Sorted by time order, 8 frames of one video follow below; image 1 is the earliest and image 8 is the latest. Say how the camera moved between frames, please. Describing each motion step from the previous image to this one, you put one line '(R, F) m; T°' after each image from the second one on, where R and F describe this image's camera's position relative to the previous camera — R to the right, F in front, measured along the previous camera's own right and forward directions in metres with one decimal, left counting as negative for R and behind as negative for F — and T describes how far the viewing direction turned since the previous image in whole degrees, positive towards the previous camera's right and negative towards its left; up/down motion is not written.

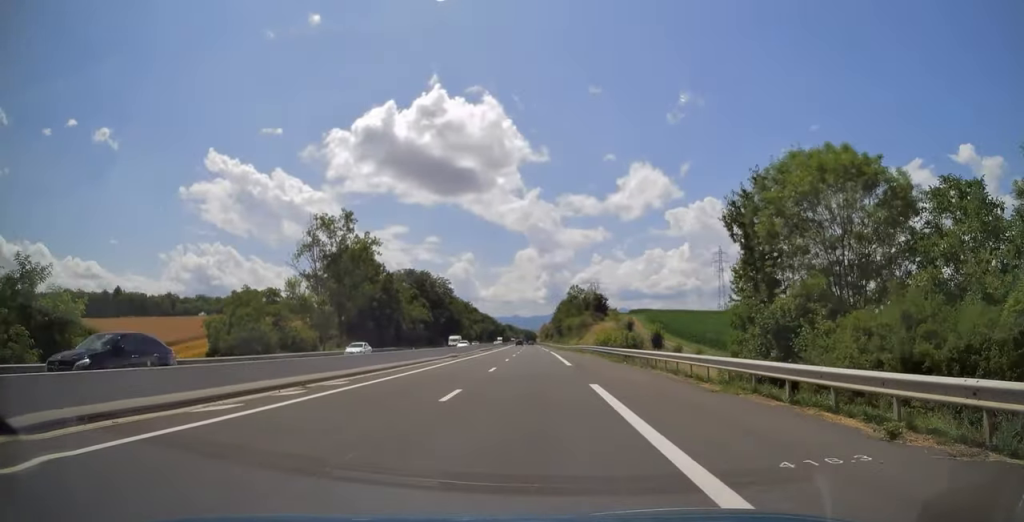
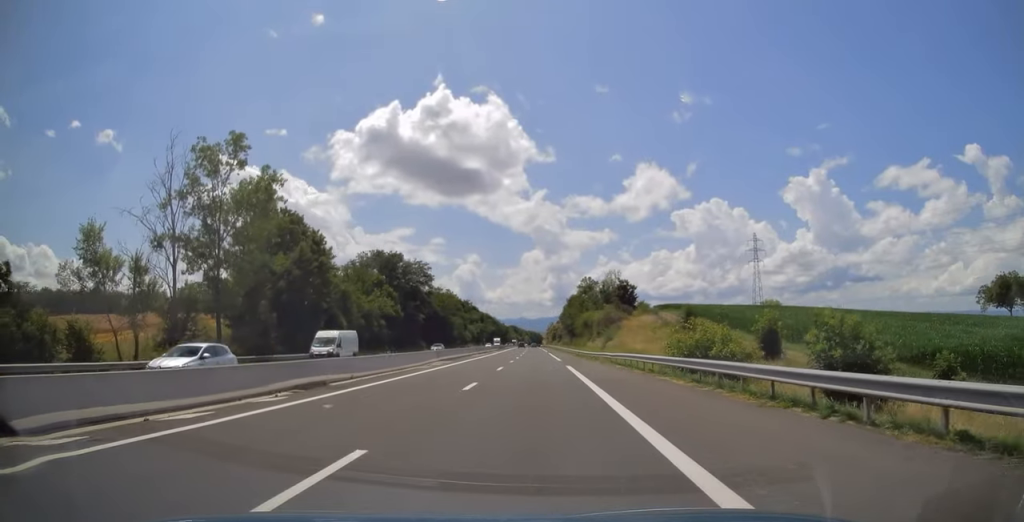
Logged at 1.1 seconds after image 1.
(-0.5, +35.0) m; -1°
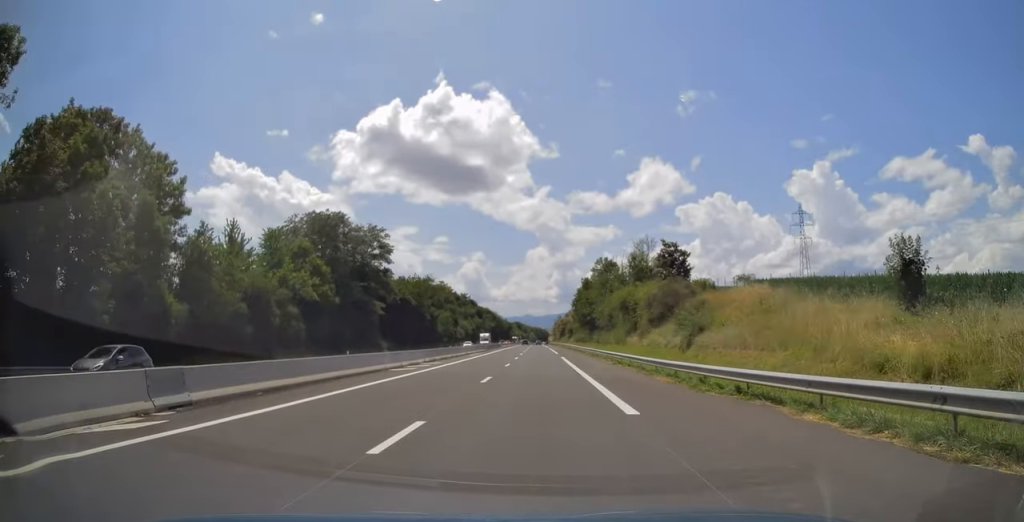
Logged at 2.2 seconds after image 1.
(0.0, +36.1) m; 0°
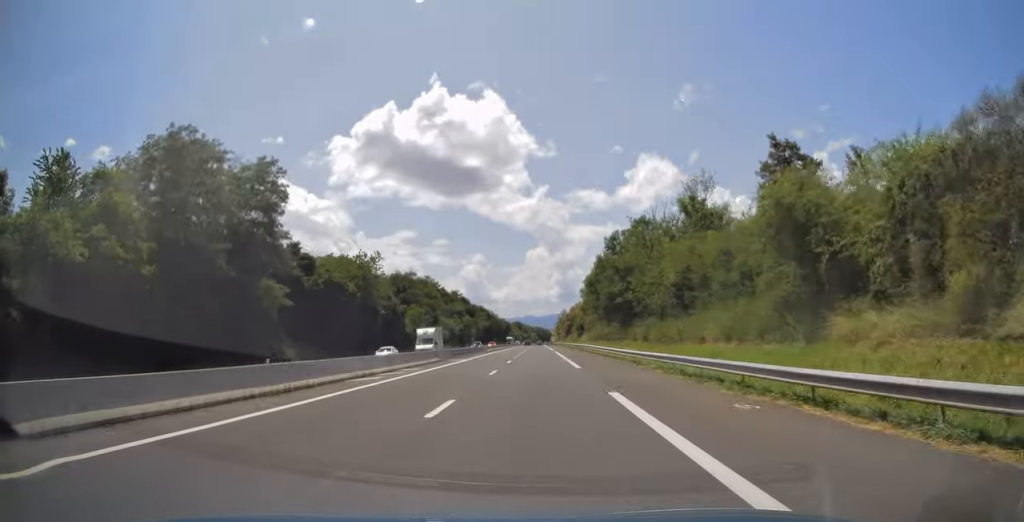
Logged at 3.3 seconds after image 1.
(-0.2, +35.5) m; -1°
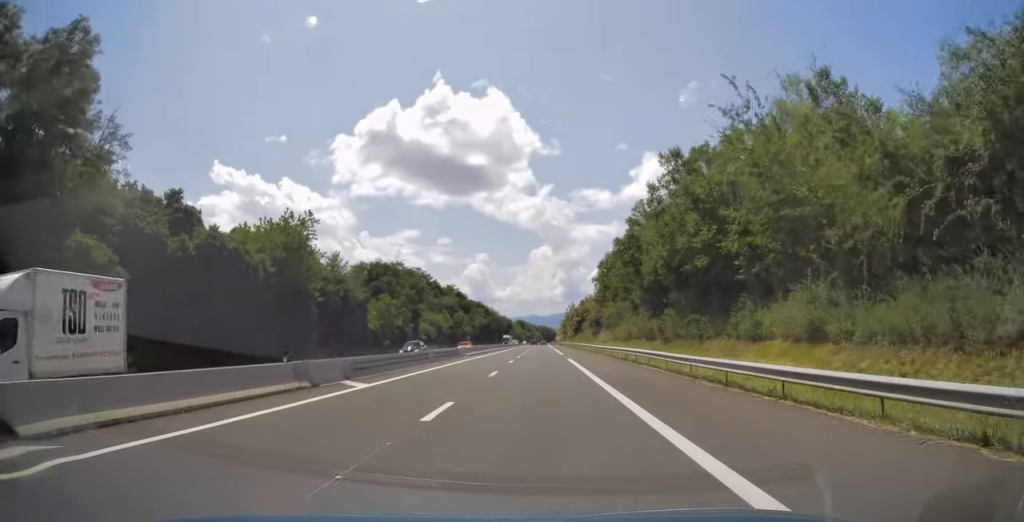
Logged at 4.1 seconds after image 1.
(-0.2, +26.4) m; 0°
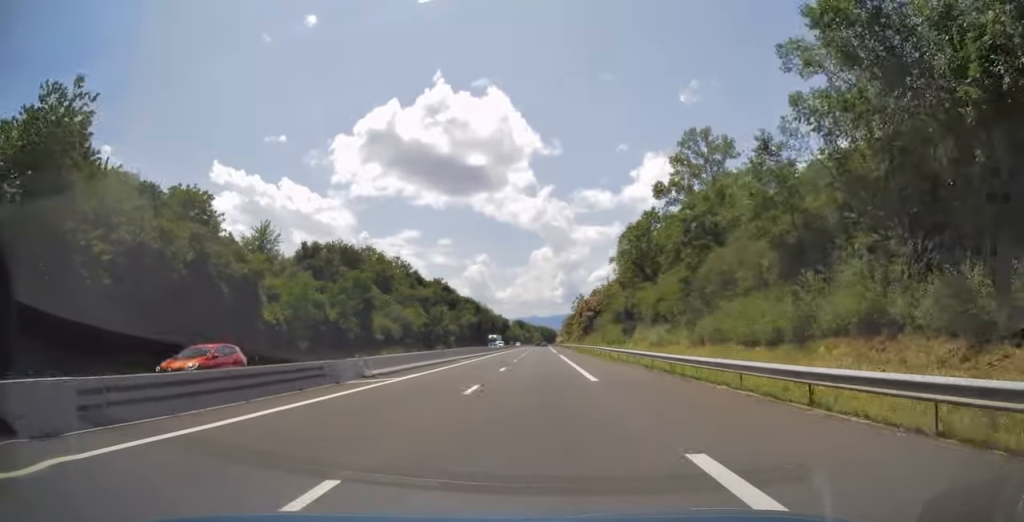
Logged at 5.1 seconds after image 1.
(+0.1, +33.4) m; +1°
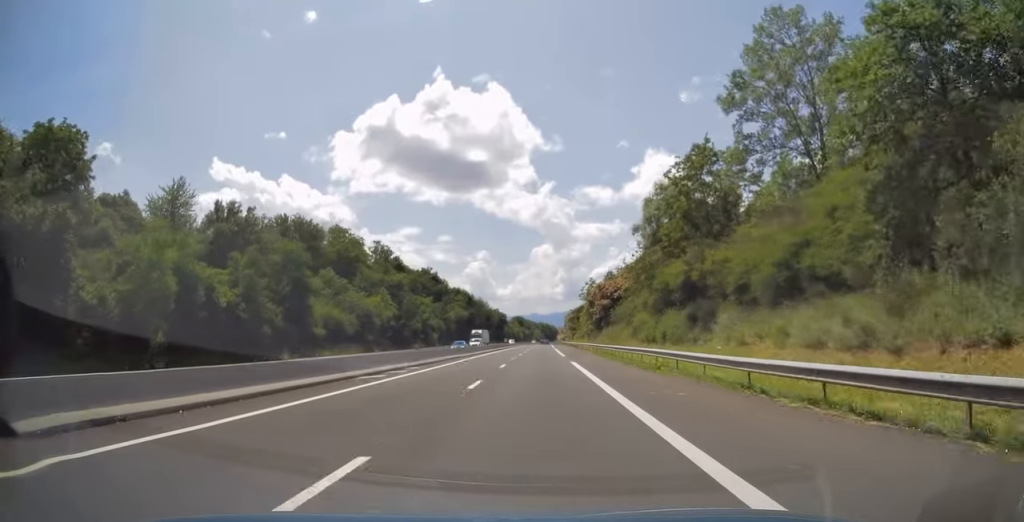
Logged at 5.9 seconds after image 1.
(+0.3, +24.8) m; 0°
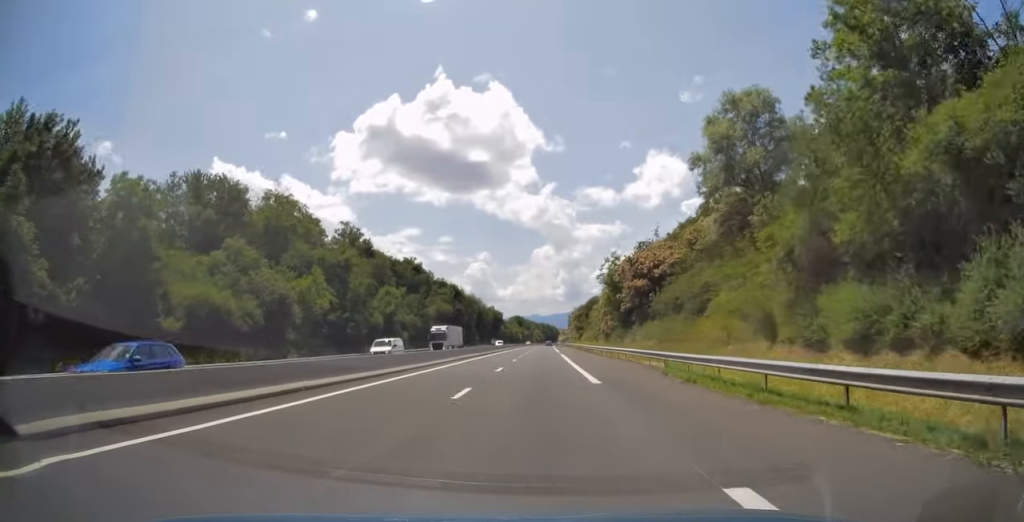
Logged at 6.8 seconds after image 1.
(-0.3, +28.5) m; -1°
